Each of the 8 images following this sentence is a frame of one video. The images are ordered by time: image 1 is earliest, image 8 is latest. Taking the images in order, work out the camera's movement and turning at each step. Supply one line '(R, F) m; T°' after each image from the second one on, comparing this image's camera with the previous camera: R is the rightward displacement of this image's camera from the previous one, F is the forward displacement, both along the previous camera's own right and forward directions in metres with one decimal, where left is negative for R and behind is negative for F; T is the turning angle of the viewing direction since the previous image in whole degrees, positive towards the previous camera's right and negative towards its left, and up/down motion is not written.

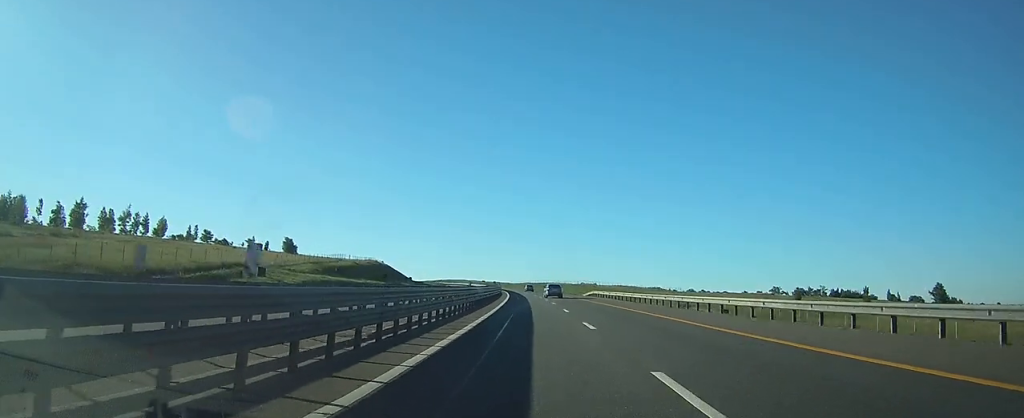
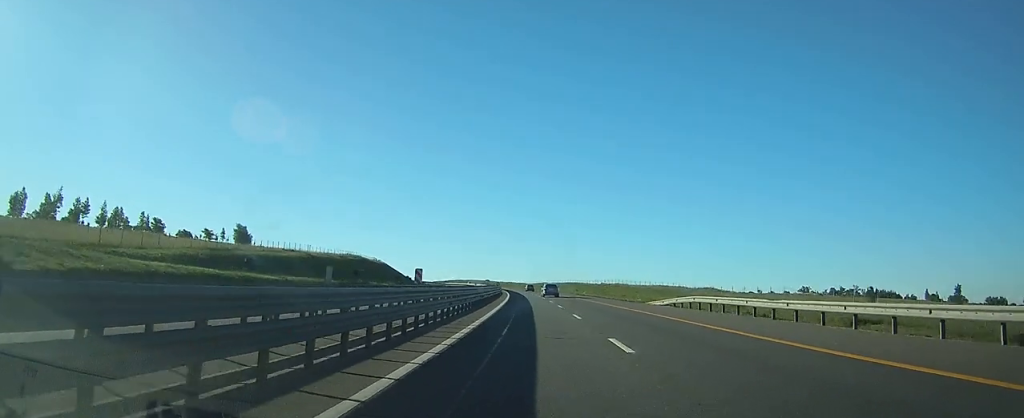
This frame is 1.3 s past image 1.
(-0.8, +41.5) m; -2°
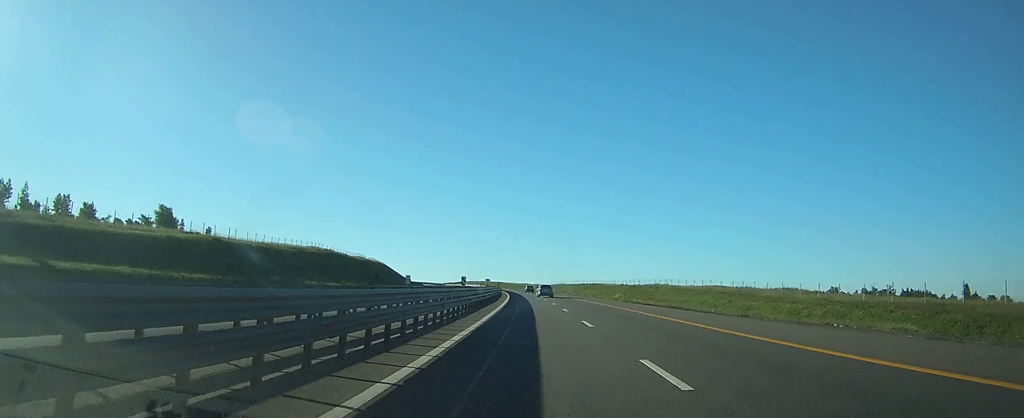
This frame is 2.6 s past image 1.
(-0.6, +39.1) m; -2°
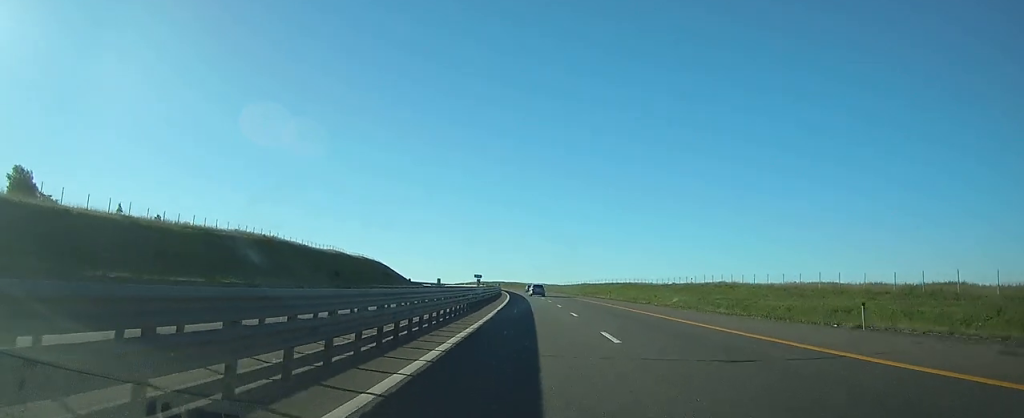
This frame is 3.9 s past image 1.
(-0.6, +41.0) m; -1°
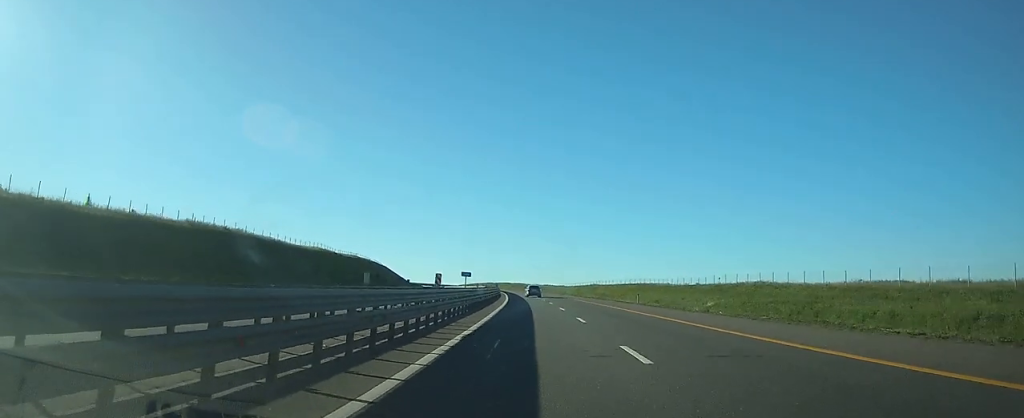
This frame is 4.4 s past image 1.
(0.0, +15.3) m; 0°
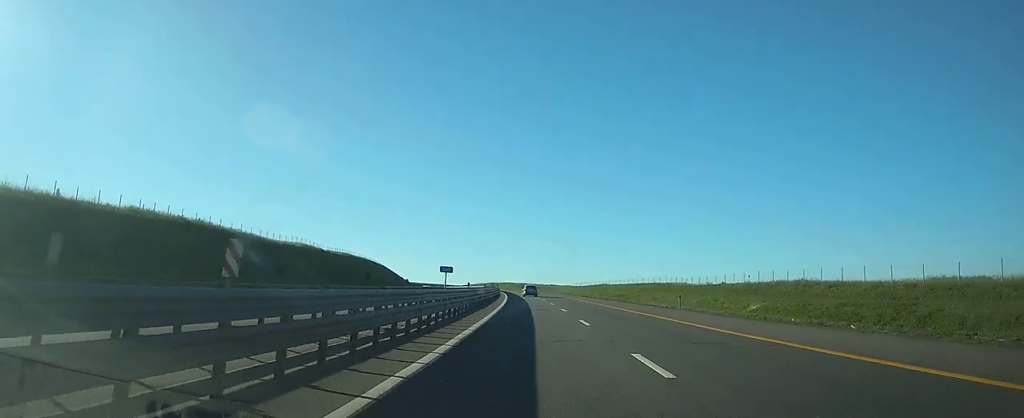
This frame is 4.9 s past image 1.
(+0.1, +13.3) m; 0°
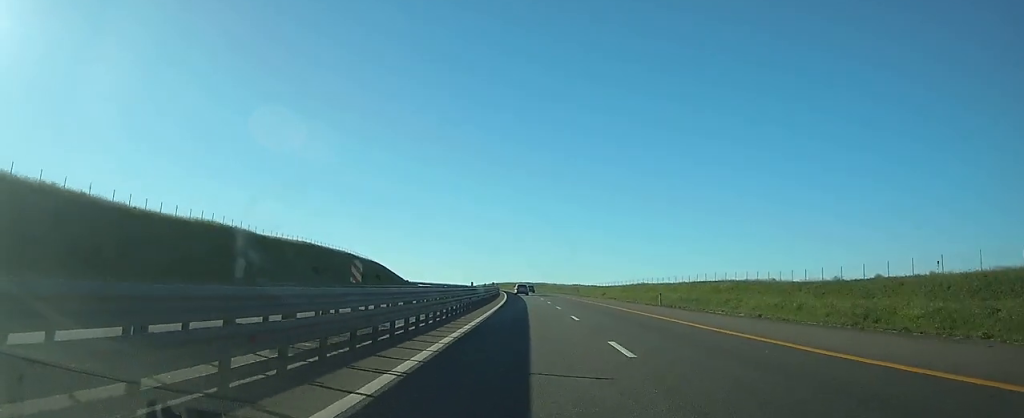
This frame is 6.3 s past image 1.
(-0.8, +44.9) m; -2°
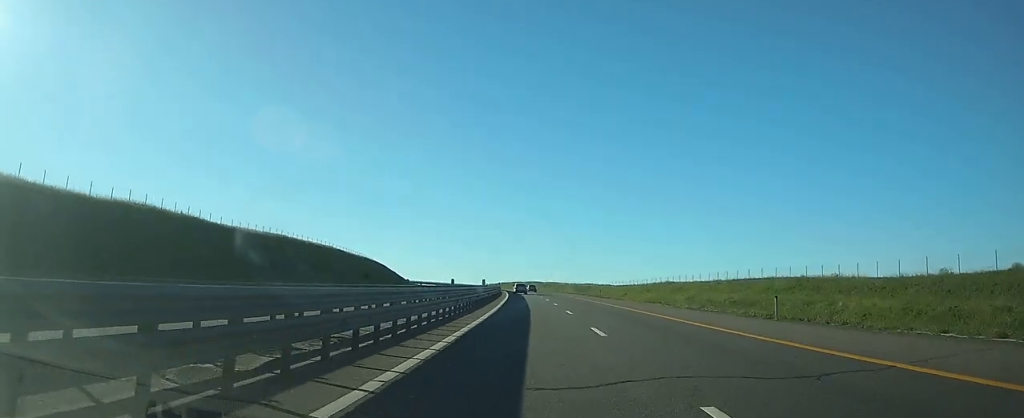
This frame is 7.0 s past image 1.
(0.0, +19.3) m; -1°
